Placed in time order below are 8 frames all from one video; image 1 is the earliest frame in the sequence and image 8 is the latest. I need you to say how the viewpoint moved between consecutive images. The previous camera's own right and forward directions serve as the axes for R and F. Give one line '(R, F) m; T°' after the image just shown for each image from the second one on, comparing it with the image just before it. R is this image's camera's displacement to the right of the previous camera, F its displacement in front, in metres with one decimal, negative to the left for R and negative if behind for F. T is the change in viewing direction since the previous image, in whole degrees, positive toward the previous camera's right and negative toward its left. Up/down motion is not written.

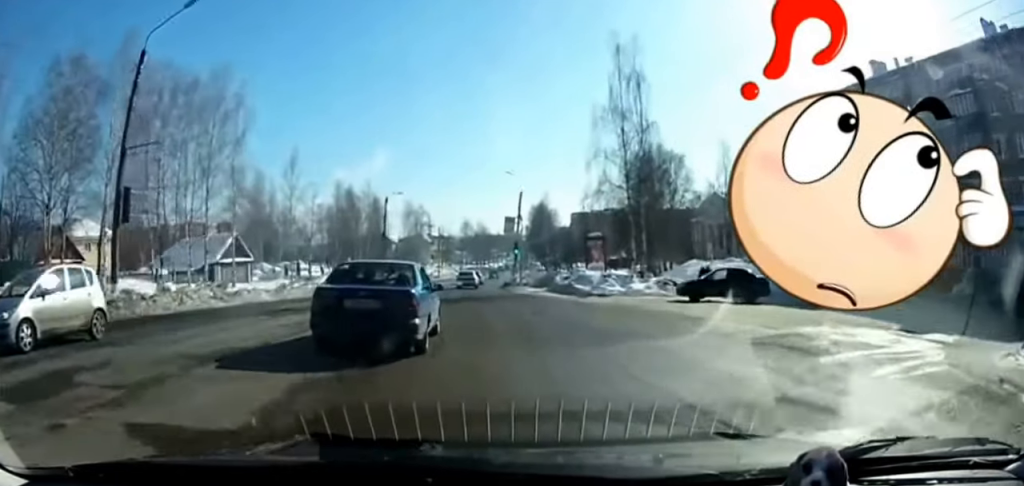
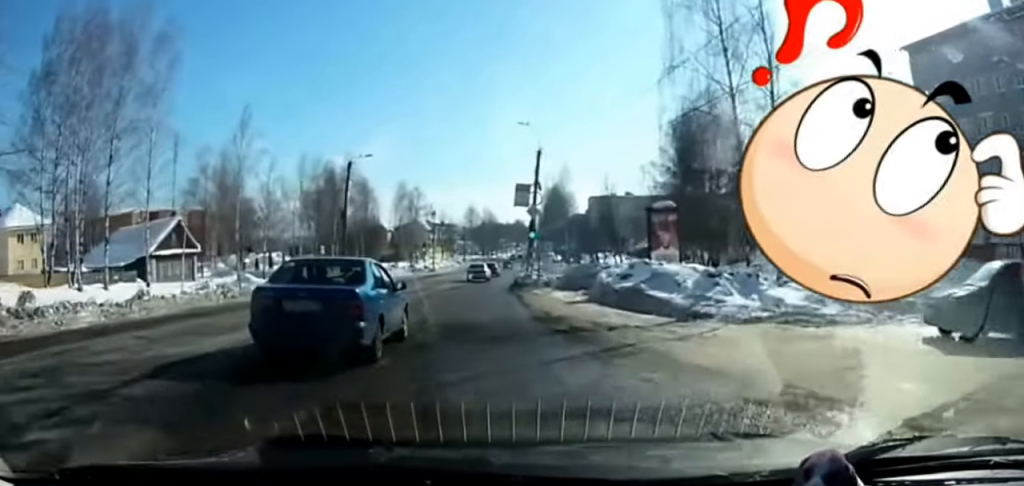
(-0.1, +15.1) m; 0°
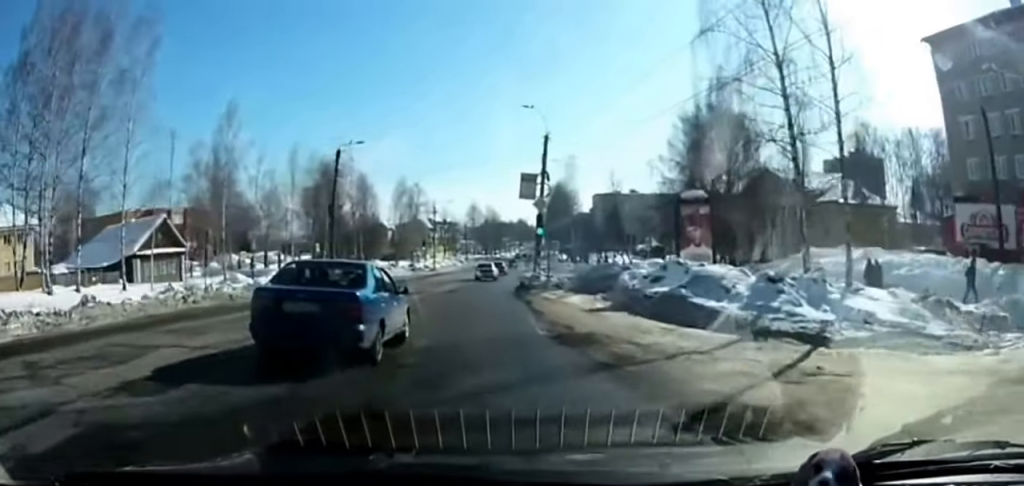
(0.0, +4.0) m; 0°
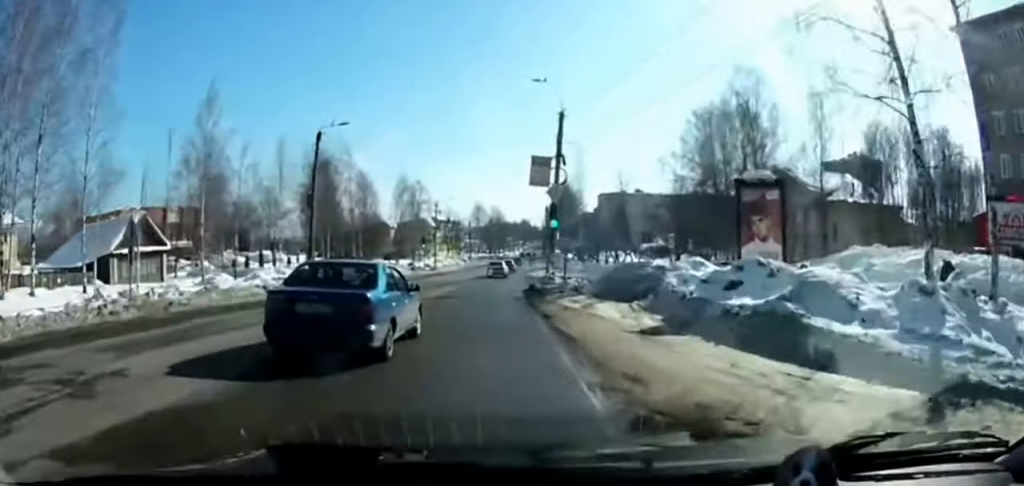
(0.0, +6.4) m; 0°
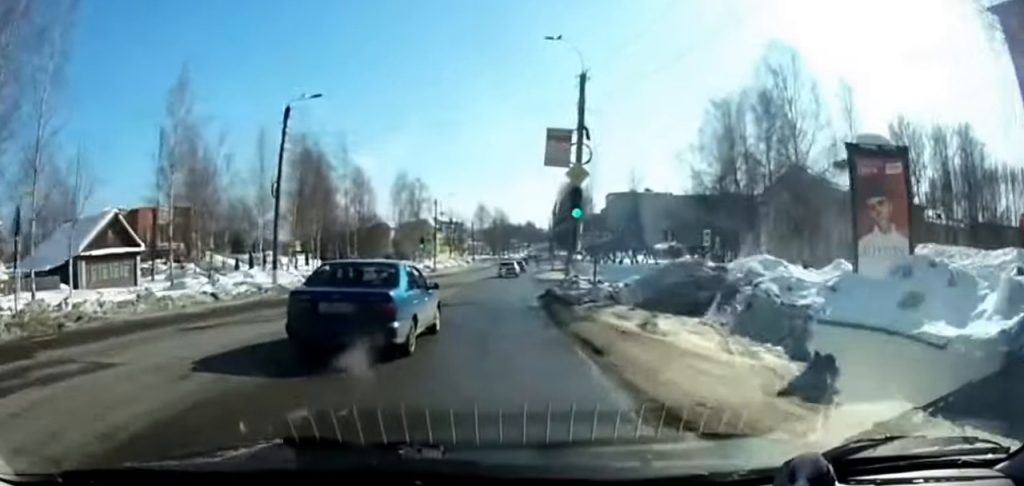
(0.0, +6.0) m; -1°
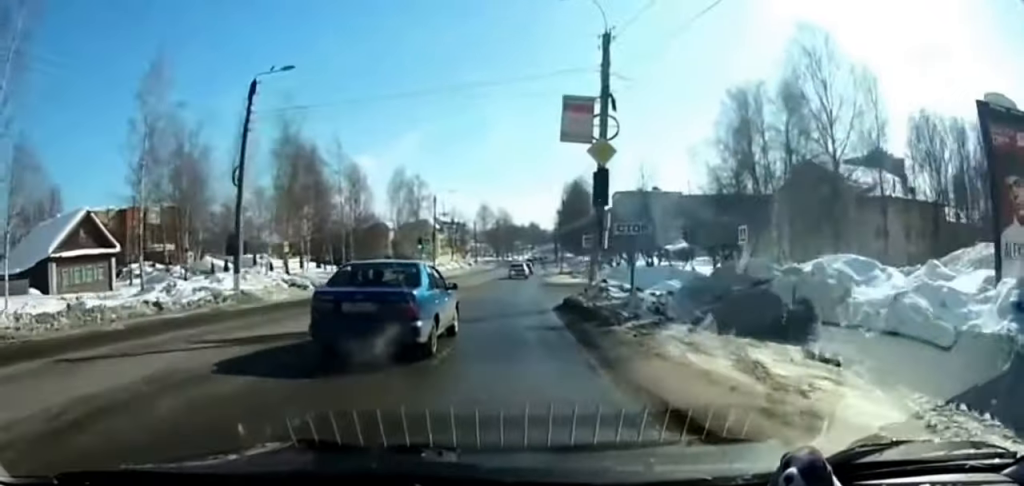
(0.0, +4.4) m; 0°
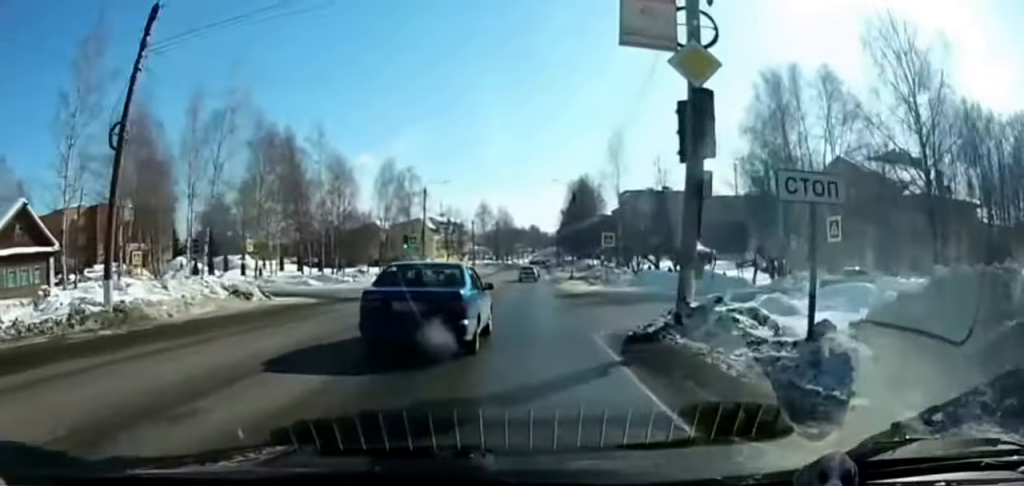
(-0.1, +8.1) m; -1°
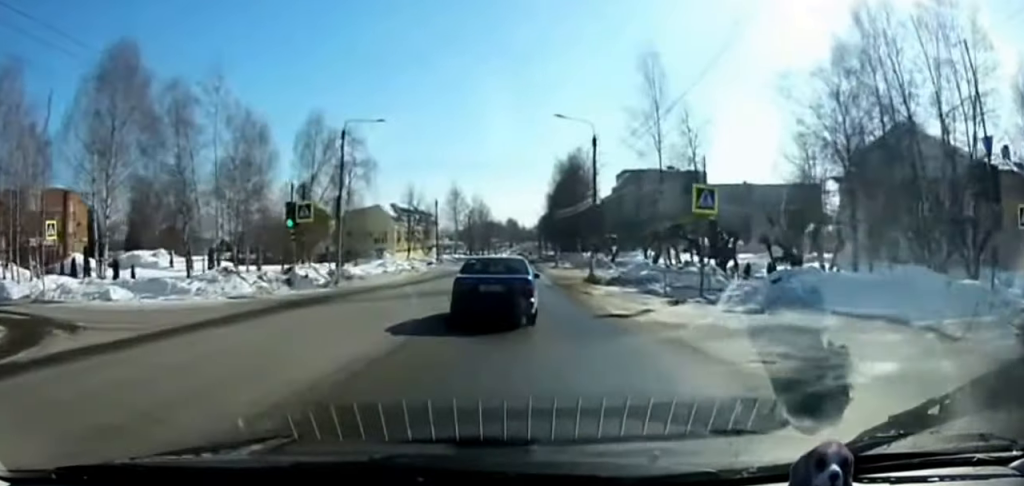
(+0.1, +24.1) m; +1°
